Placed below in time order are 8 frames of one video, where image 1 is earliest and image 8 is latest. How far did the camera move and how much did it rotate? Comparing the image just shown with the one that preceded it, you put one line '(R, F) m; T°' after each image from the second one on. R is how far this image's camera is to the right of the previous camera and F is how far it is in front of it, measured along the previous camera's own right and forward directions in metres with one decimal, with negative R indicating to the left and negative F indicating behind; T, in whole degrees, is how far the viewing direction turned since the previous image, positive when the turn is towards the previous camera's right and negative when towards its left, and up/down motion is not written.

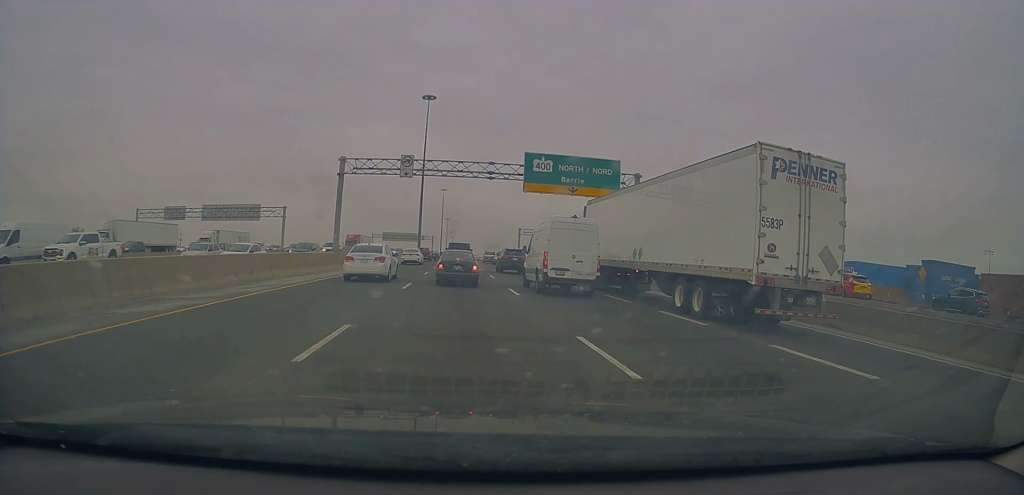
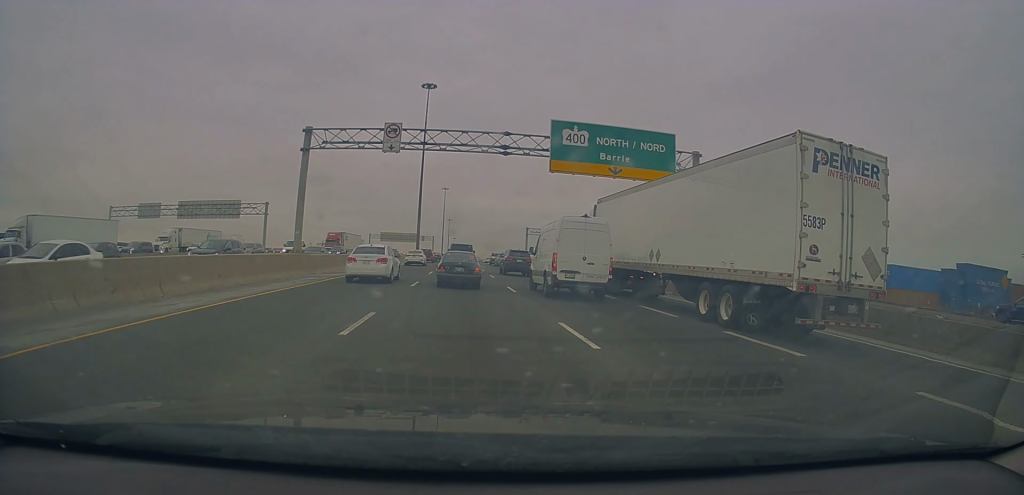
(-0.2, +11.5) m; -1°
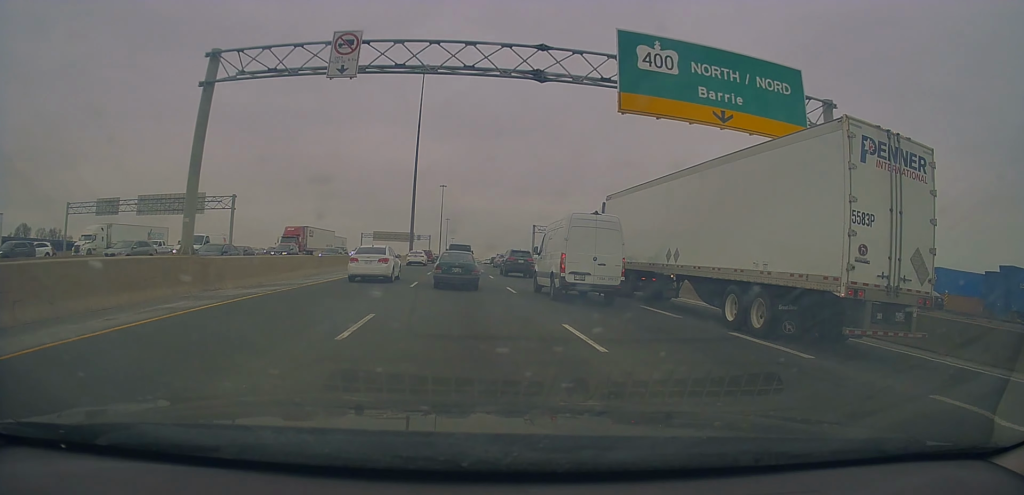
(-0.1, +14.3) m; 0°
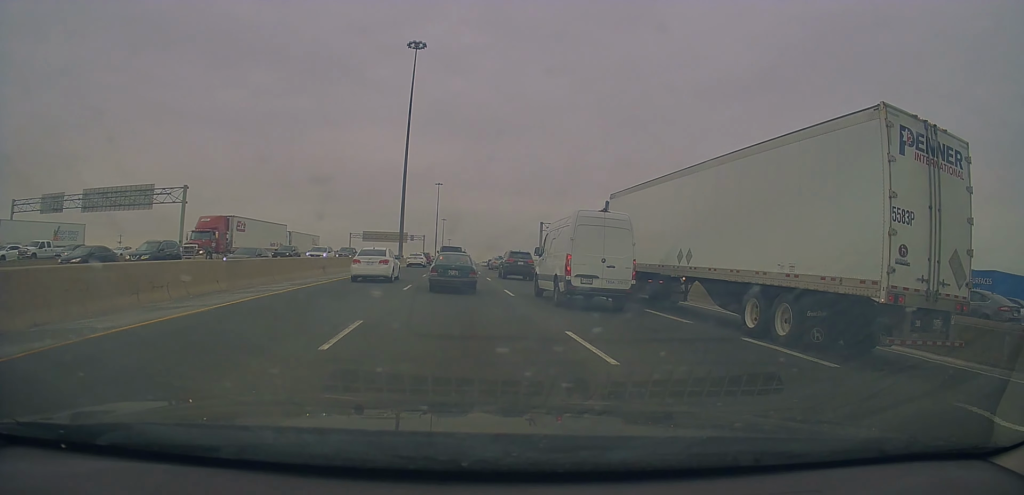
(+0.2, +14.6) m; +1°
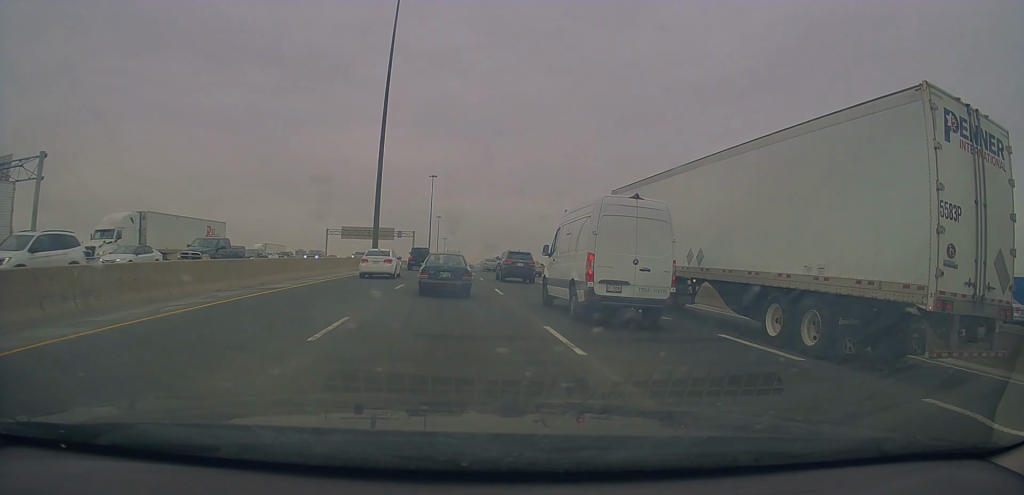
(-0.1, +23.9) m; -1°
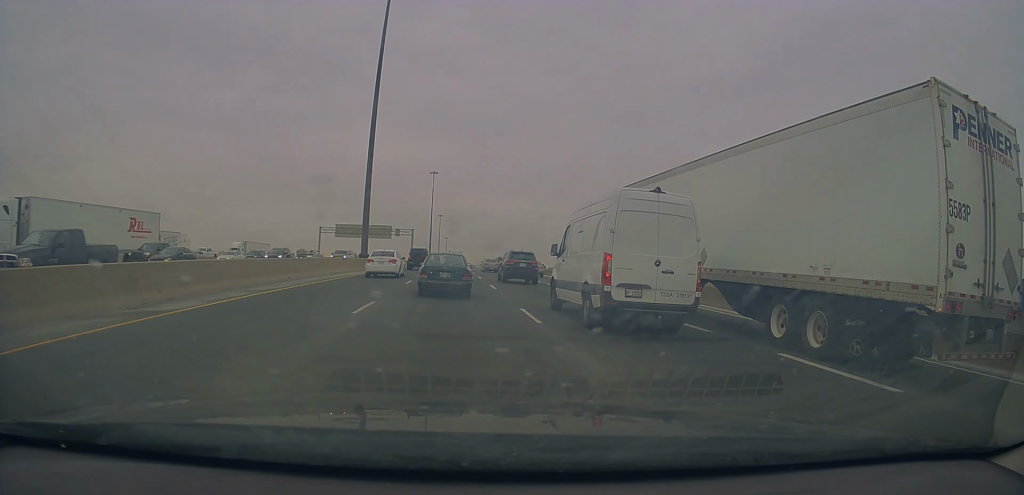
(-0.1, +8.1) m; 0°
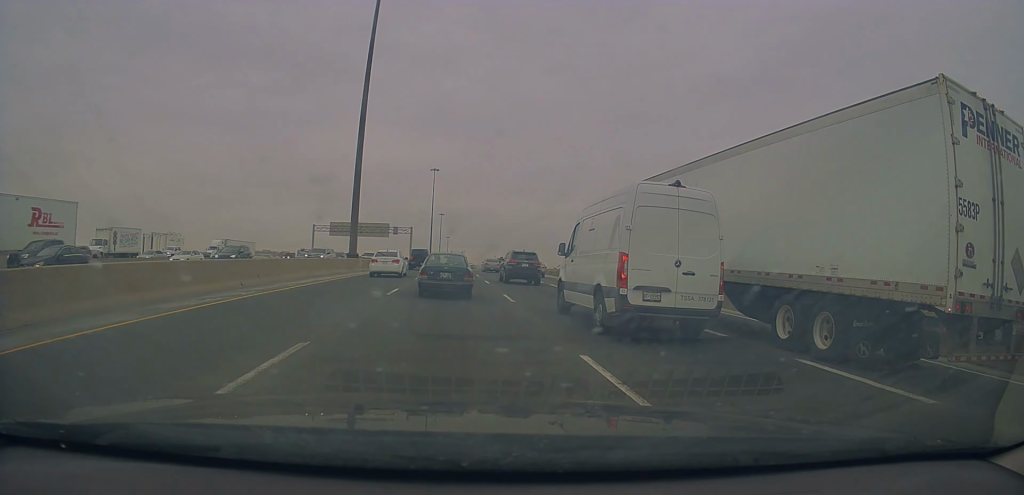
(0.0, +6.5) m; 0°
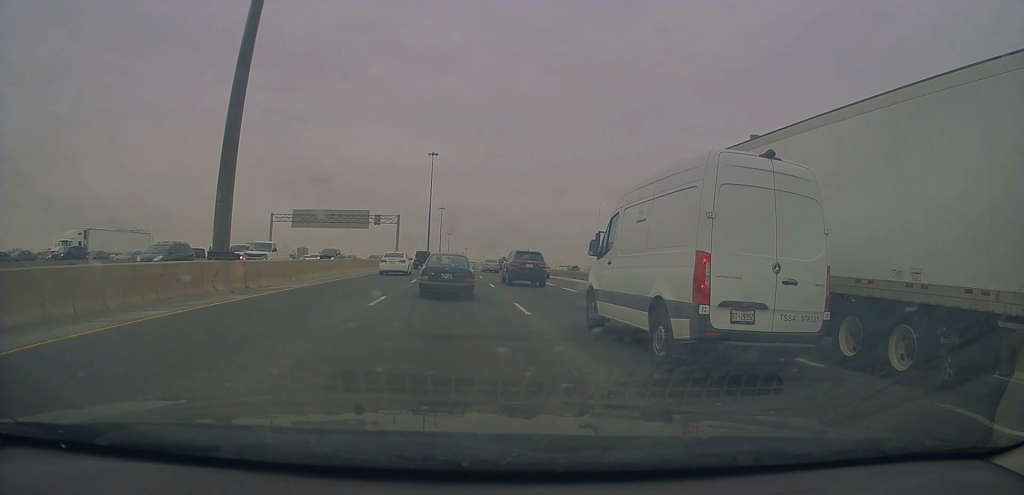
(-0.4, +27.3) m; -1°
